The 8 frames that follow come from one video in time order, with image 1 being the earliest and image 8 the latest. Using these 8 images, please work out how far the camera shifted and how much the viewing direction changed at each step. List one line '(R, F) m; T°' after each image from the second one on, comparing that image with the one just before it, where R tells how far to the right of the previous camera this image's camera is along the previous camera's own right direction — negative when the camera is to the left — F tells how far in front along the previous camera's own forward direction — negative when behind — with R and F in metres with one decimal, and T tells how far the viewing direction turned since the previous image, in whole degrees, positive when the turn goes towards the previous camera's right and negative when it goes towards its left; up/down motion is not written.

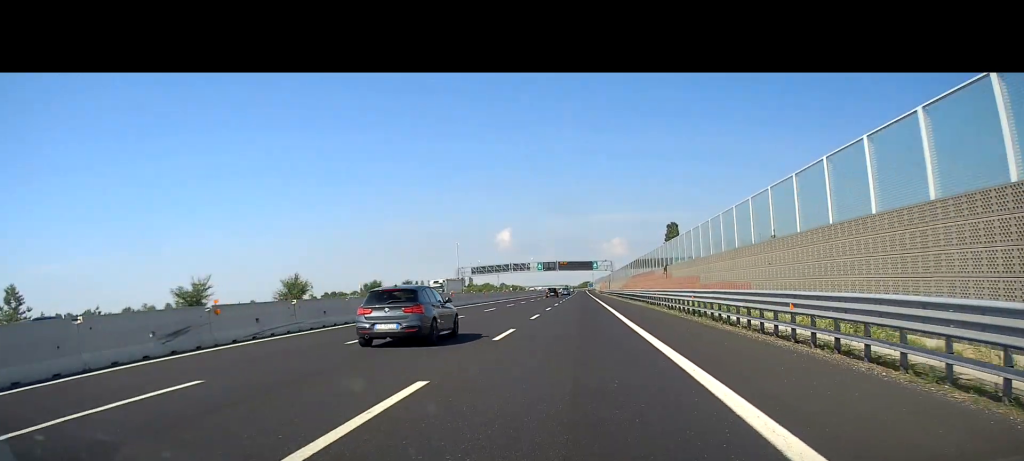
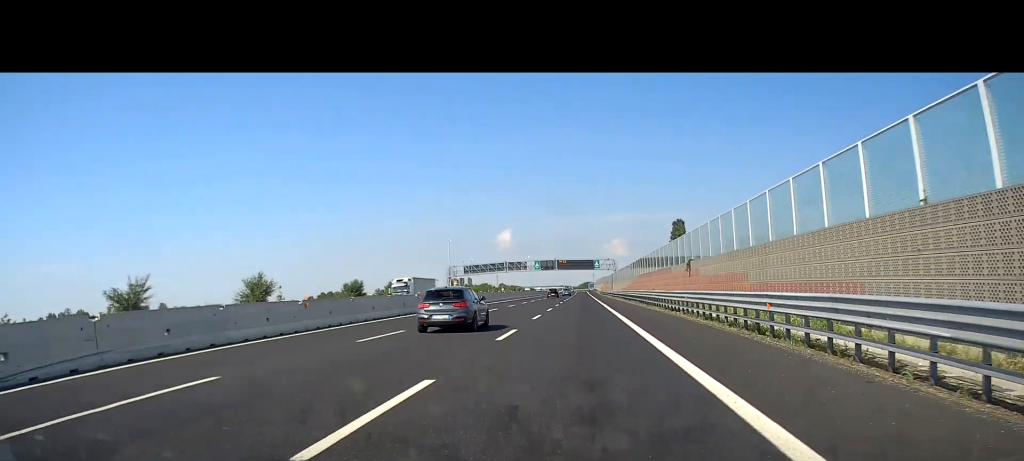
(0.0, +11.4) m; 0°
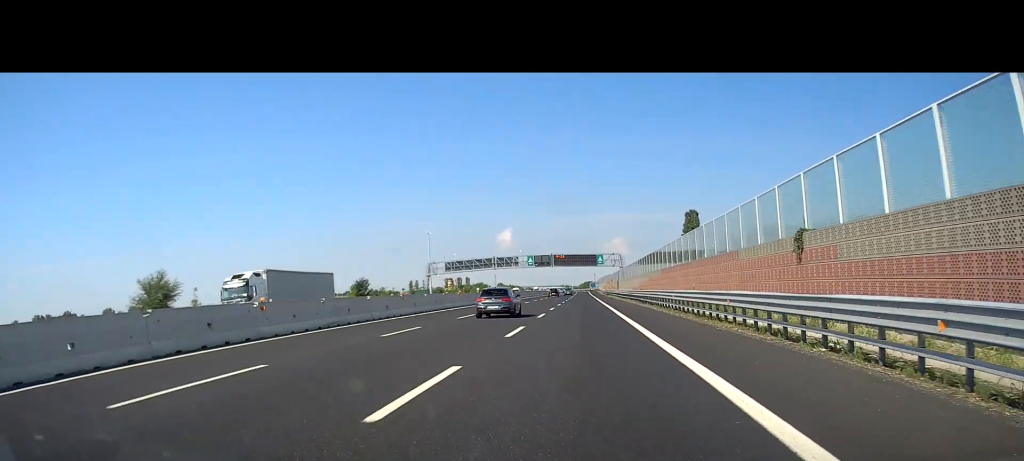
(+0.1, +22.1) m; -1°
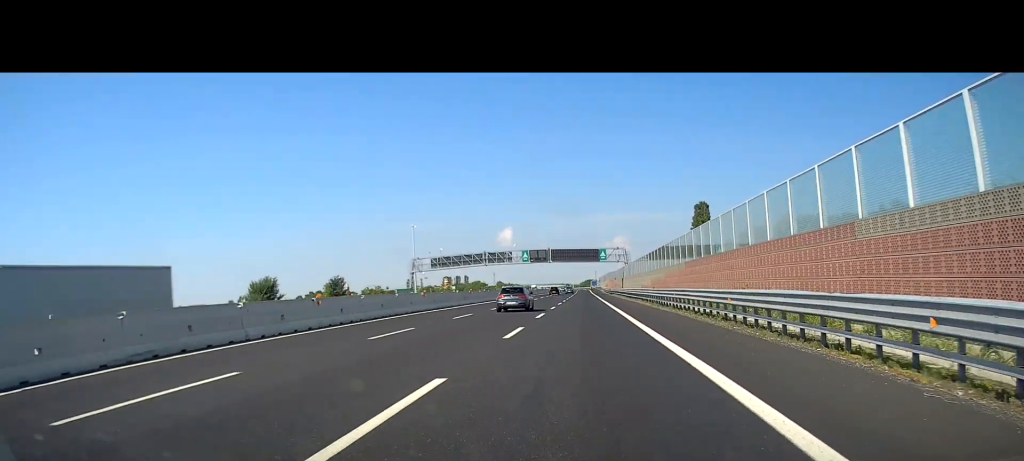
(0.0, +13.2) m; 0°
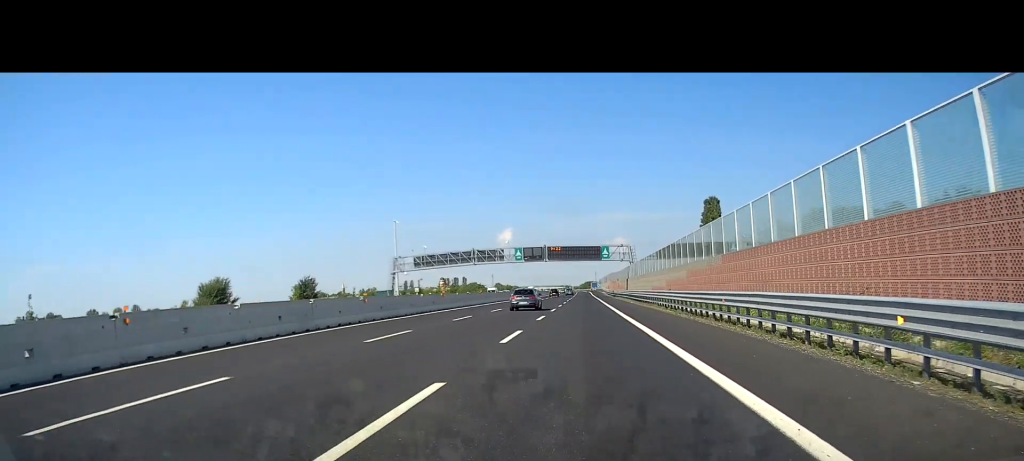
(-0.2, +12.4) m; 0°
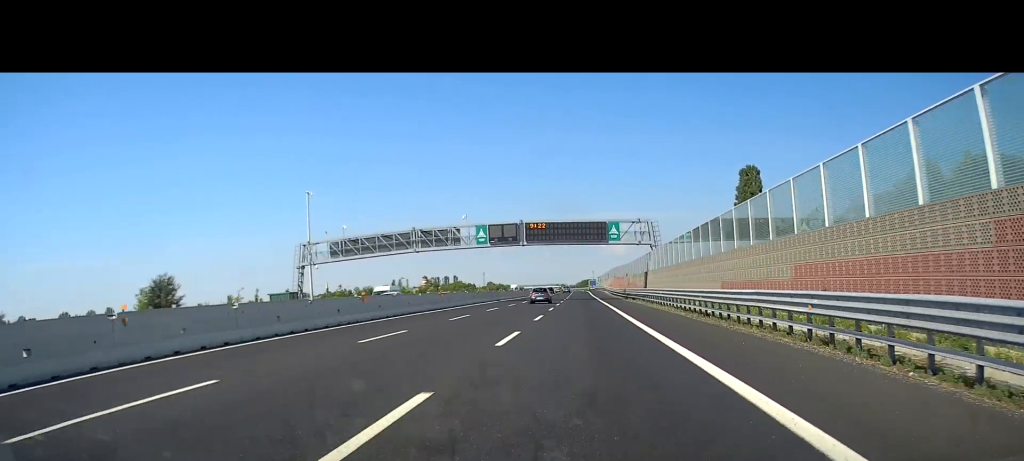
(+0.3, +36.1) m; +1°
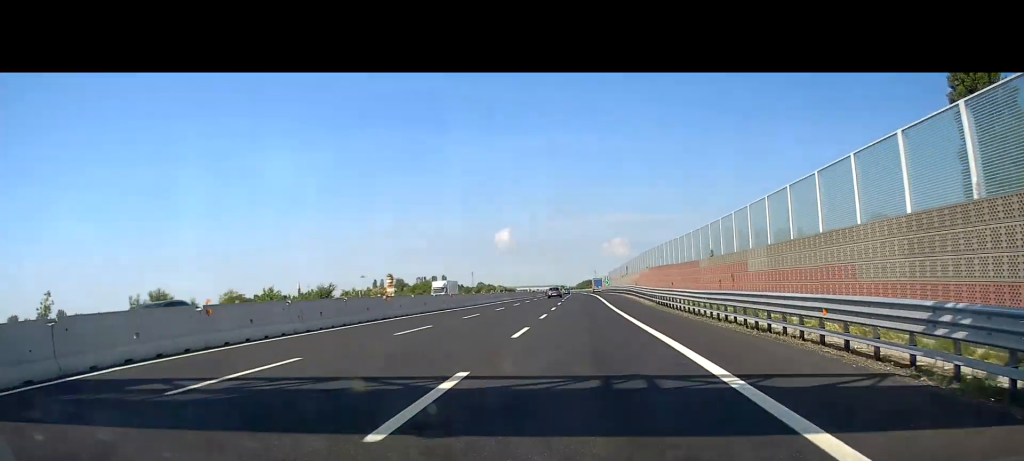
(+0.7, +67.3) m; 0°
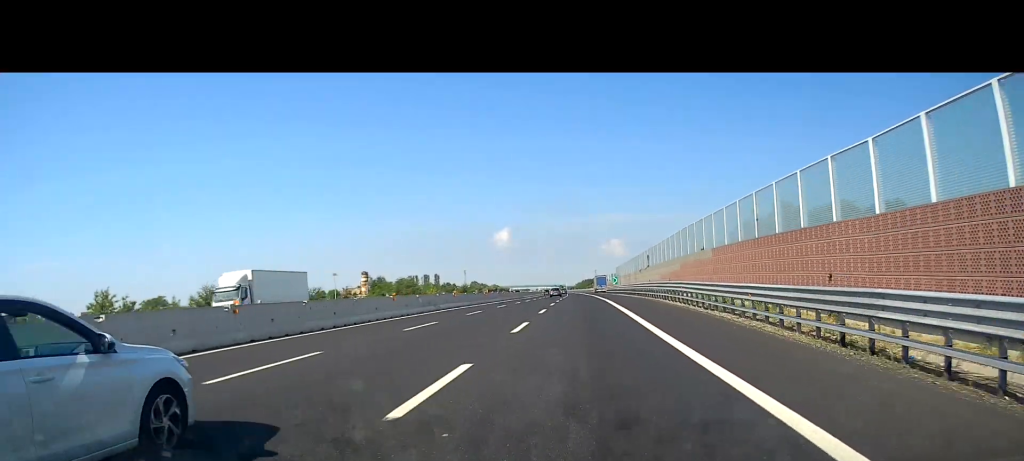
(-0.2, +34.0) m; 0°
